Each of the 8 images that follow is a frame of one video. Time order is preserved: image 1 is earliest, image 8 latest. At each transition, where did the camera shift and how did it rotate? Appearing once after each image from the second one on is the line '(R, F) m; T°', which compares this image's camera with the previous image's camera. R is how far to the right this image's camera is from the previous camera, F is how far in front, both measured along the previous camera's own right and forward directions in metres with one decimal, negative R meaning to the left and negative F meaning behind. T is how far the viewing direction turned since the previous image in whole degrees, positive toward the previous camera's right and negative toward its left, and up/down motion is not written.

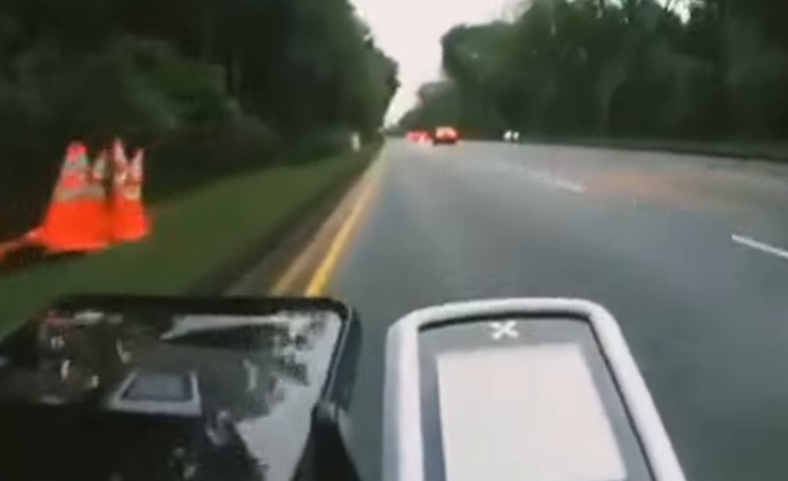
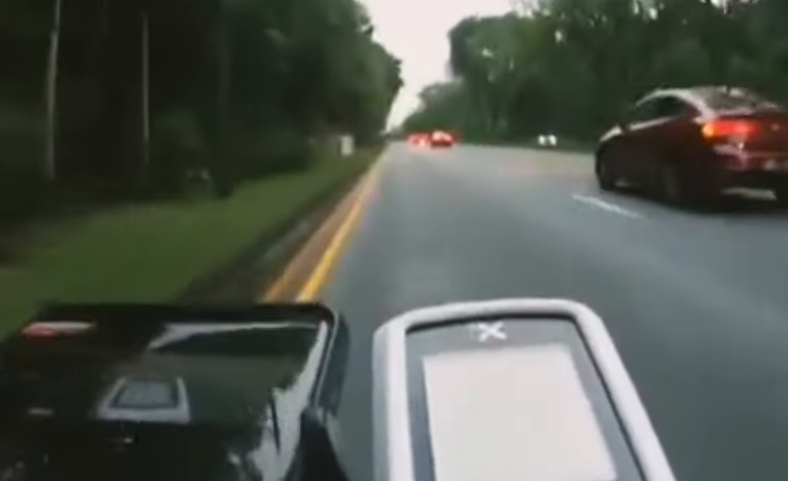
(-0.9, +4.6) m; -1°
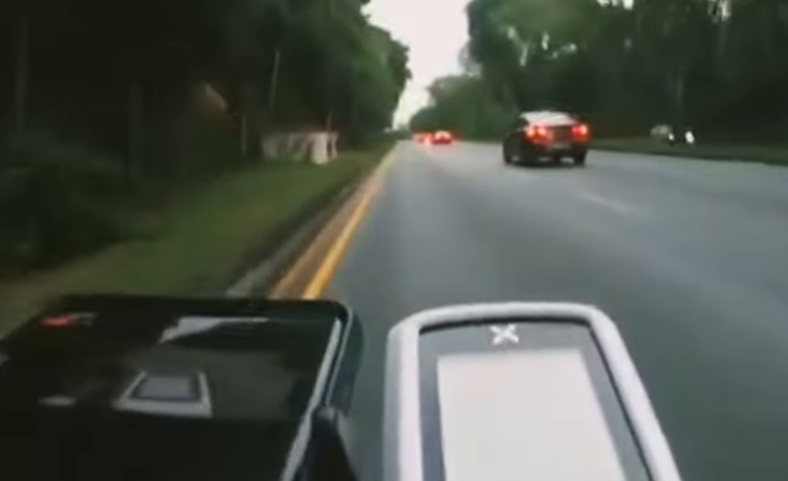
(+0.6, +8.0) m; +1°
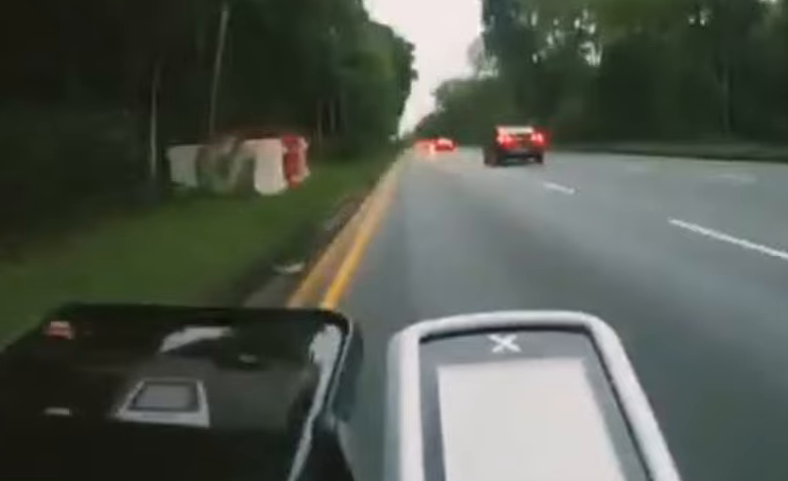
(-0.2, +5.4) m; +1°
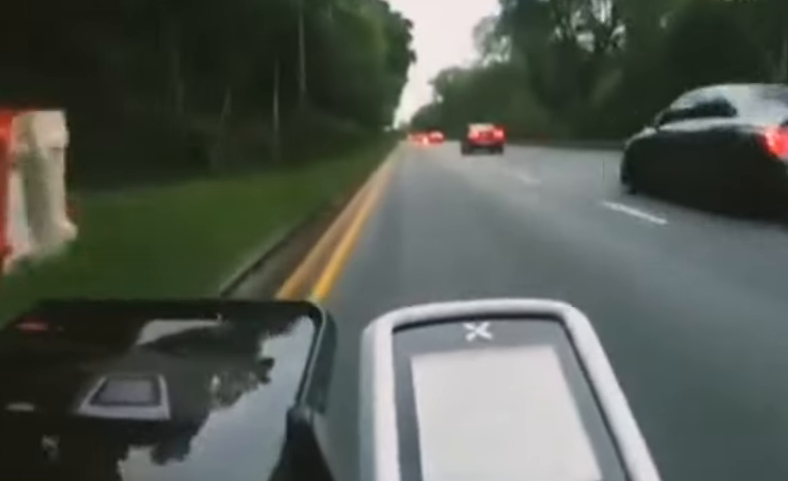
(-0.2, +6.6) m; +1°
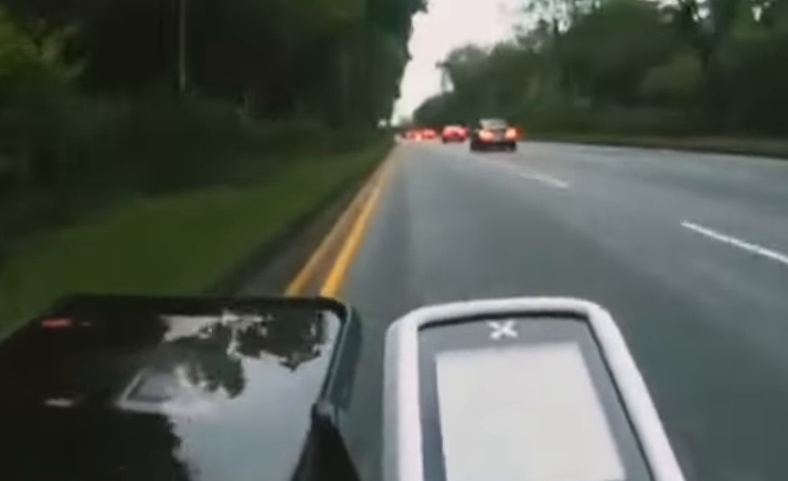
(-0.2, +17.3) m; -1°
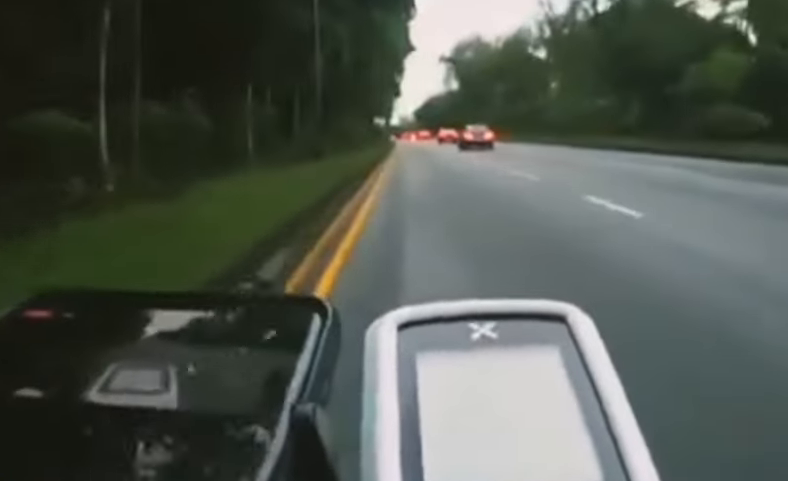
(+0.8, +5.7) m; 0°
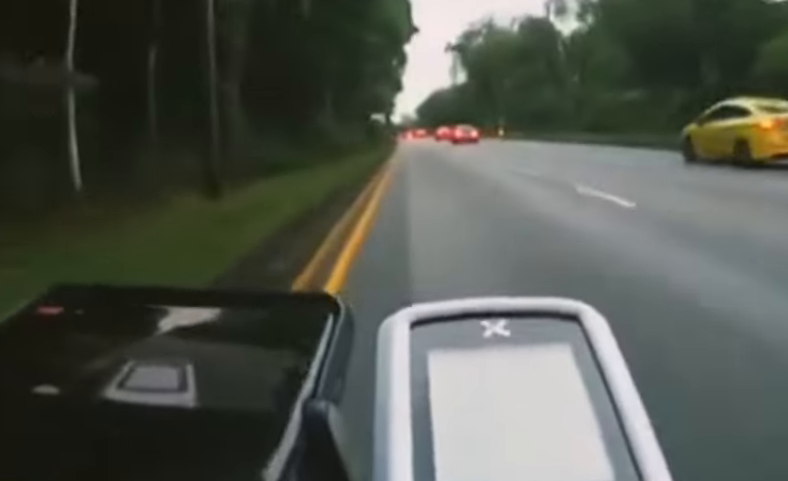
(-1.3, +7.4) m; +1°
